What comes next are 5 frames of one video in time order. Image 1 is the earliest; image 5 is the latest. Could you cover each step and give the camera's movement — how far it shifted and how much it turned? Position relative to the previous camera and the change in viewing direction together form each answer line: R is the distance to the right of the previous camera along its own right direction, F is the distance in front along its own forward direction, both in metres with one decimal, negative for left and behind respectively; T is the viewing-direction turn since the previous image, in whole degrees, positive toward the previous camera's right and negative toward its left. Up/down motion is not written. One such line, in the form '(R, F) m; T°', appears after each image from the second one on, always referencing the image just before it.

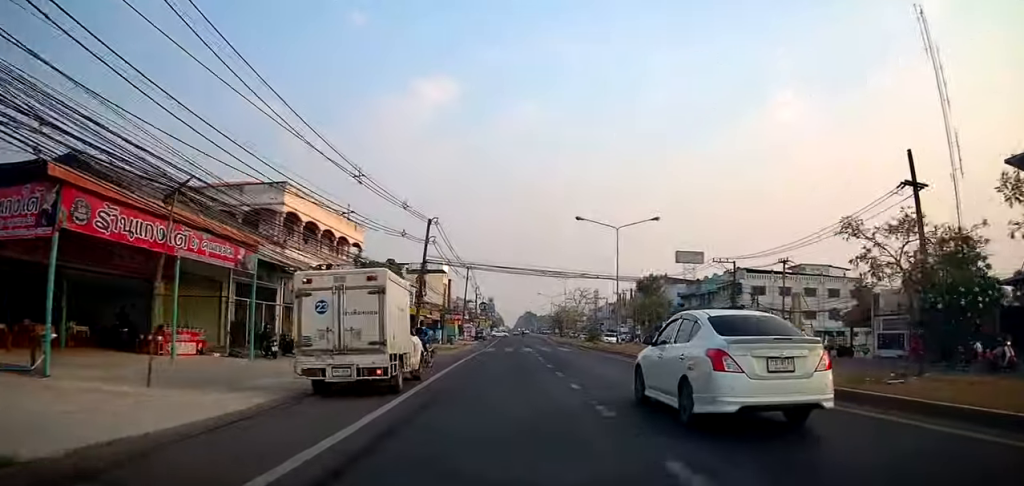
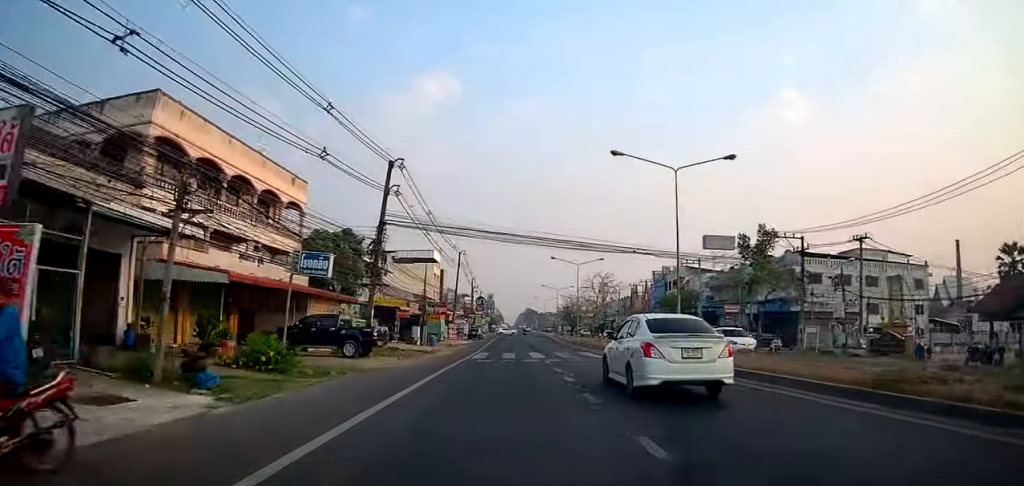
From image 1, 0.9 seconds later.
(+0.6, +15.0) m; +2°
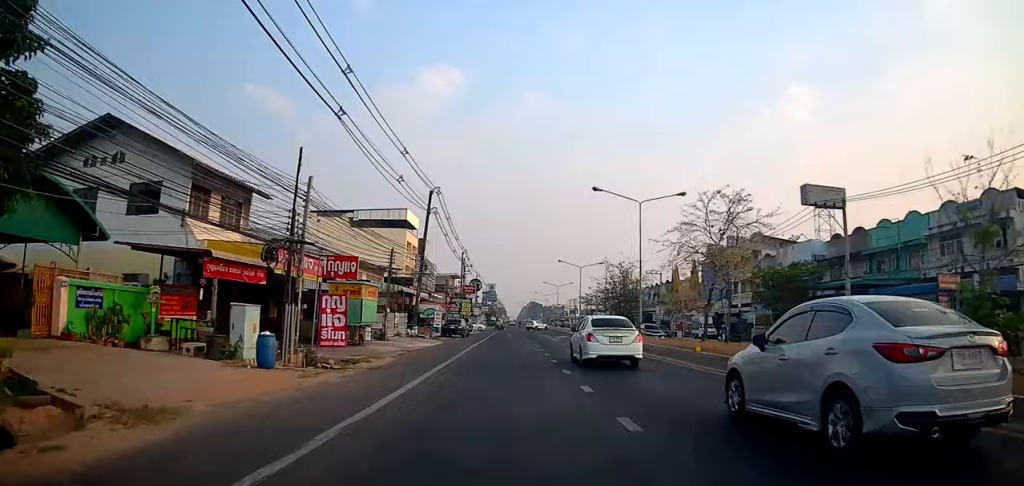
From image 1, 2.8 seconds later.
(+0.3, +30.9) m; +1°
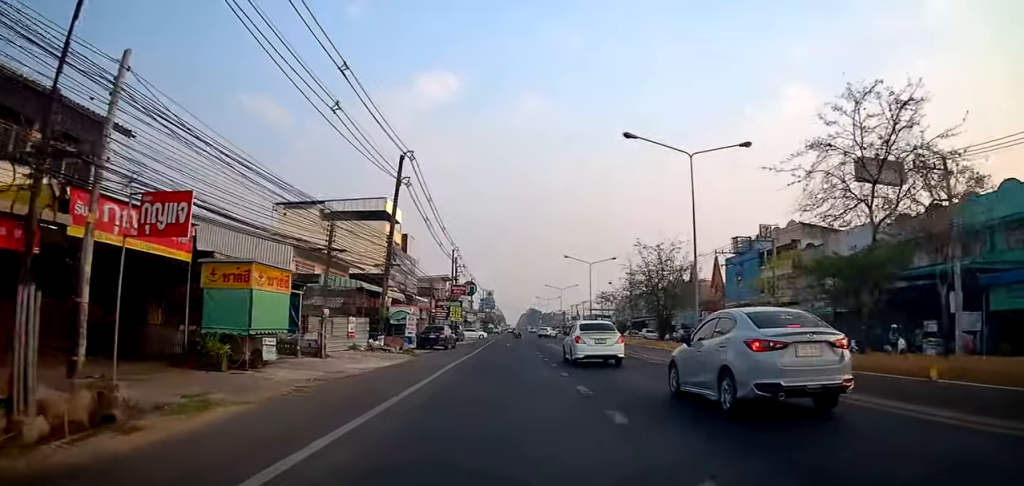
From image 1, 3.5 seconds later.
(0.0, +11.2) m; 0°
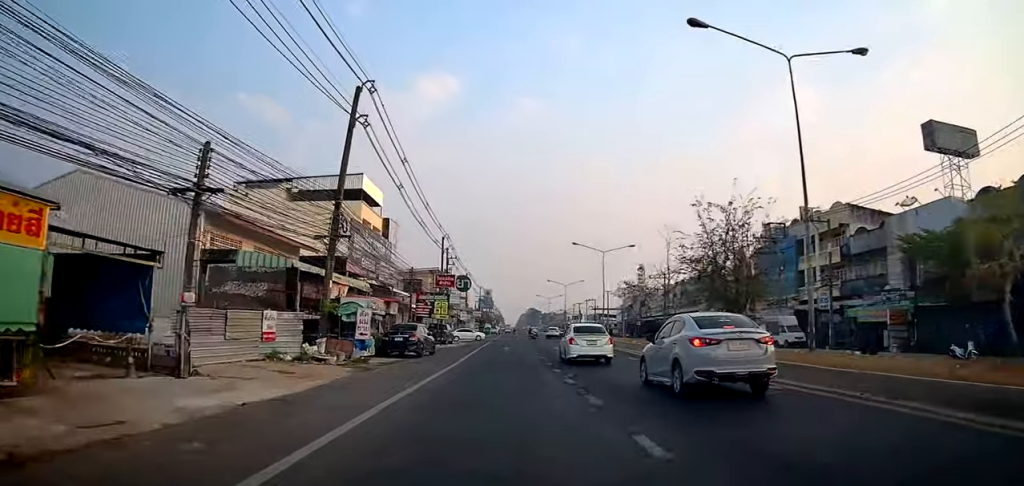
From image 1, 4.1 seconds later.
(0.0, +10.1) m; 0°
